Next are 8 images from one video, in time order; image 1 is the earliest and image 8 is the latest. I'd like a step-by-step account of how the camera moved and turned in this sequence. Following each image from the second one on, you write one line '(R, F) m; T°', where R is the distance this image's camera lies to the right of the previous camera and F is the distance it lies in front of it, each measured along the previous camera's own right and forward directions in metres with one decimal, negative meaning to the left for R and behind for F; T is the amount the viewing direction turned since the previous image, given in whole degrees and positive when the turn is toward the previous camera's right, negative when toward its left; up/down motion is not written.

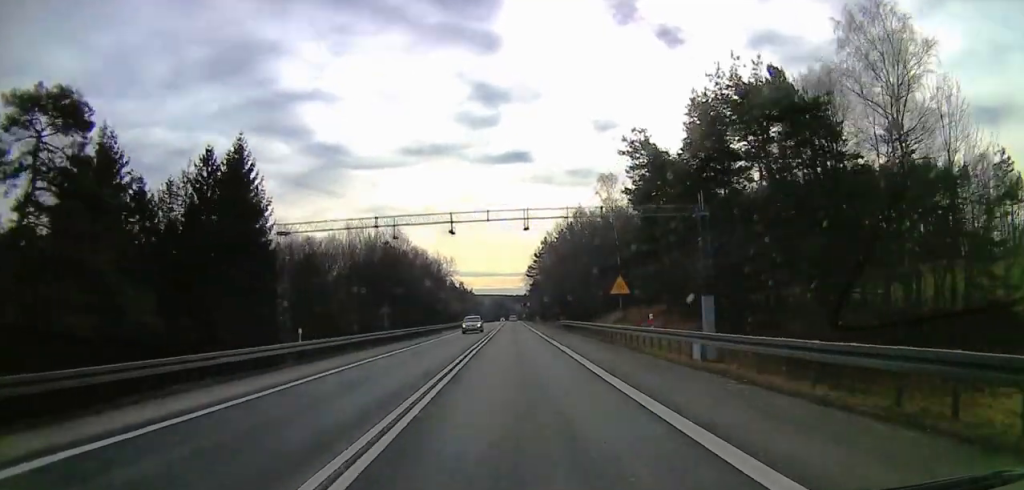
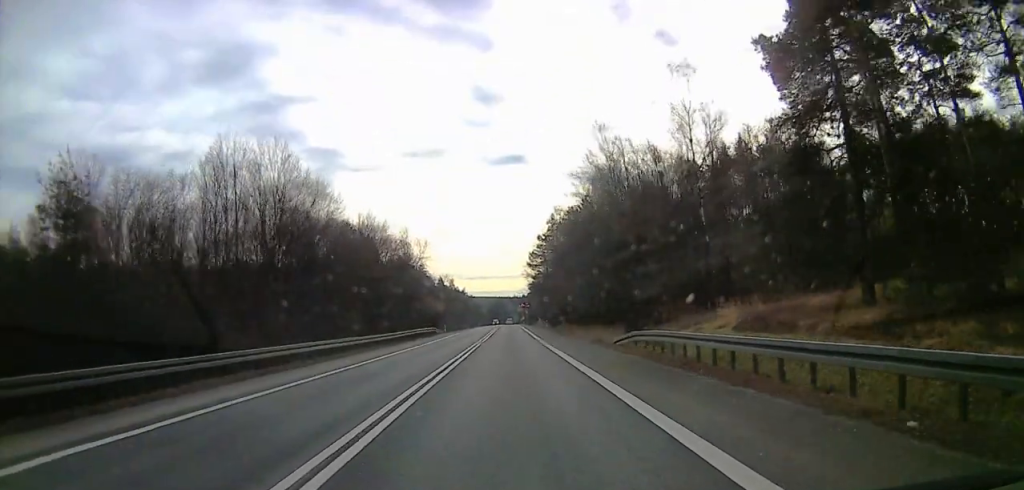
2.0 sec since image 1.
(+2.0, +39.1) m; +2°
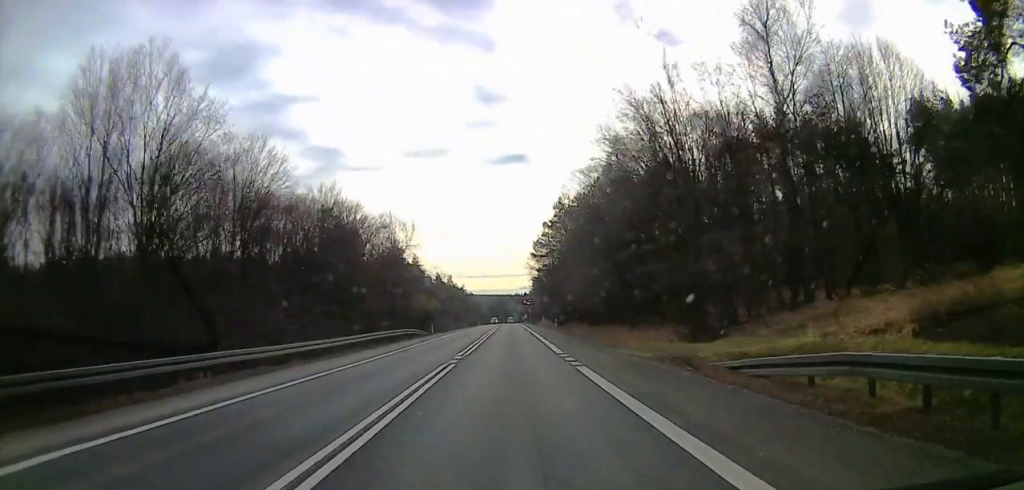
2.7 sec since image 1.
(-0.2, +14.3) m; 0°
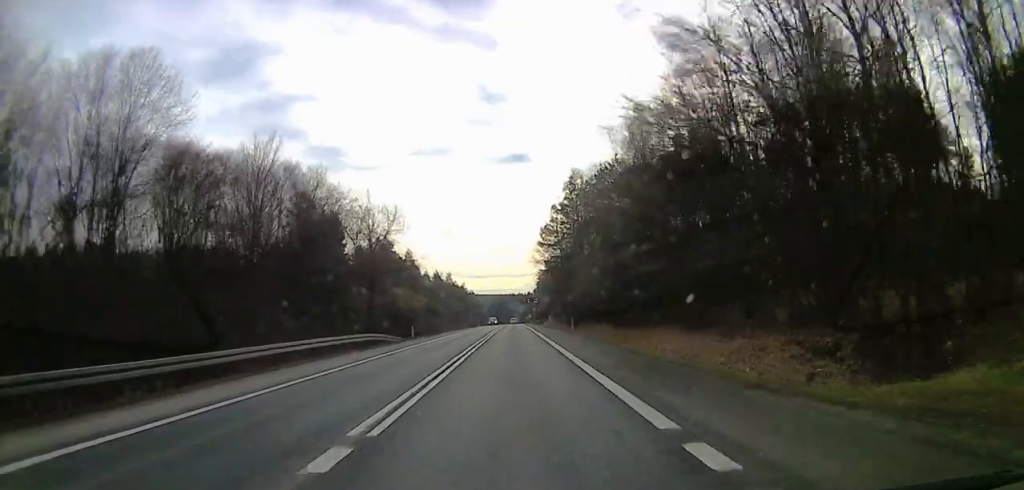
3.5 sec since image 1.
(0.0, +15.5) m; 0°
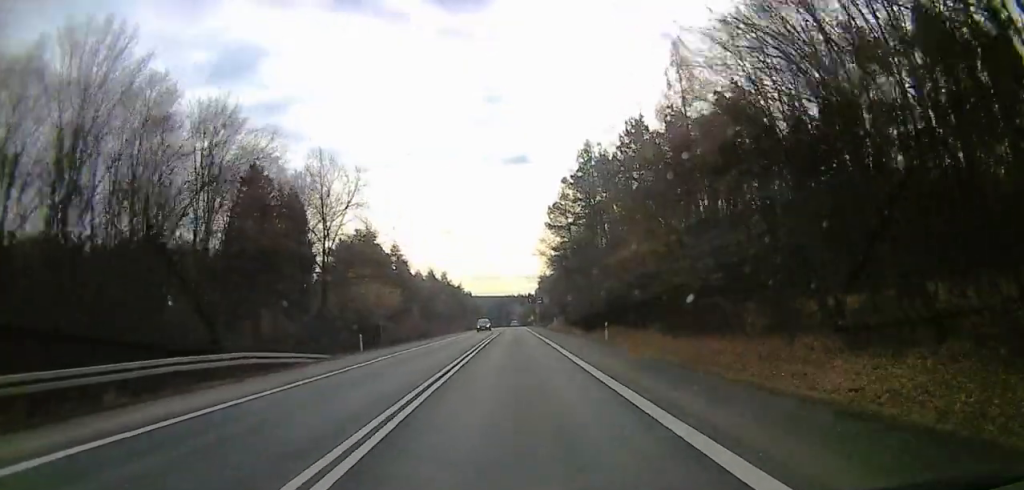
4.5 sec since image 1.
(+0.1, +18.3) m; -1°
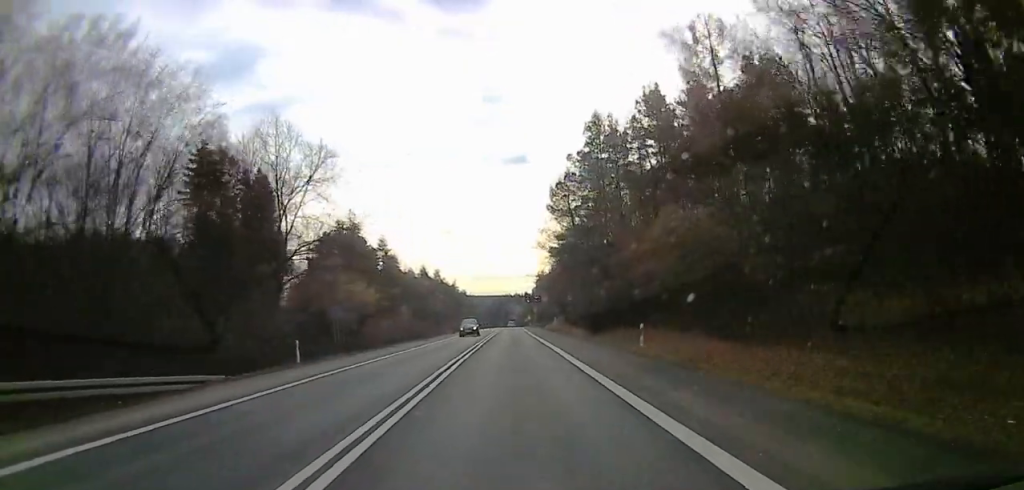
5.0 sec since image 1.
(+0.2, +9.9) m; -1°
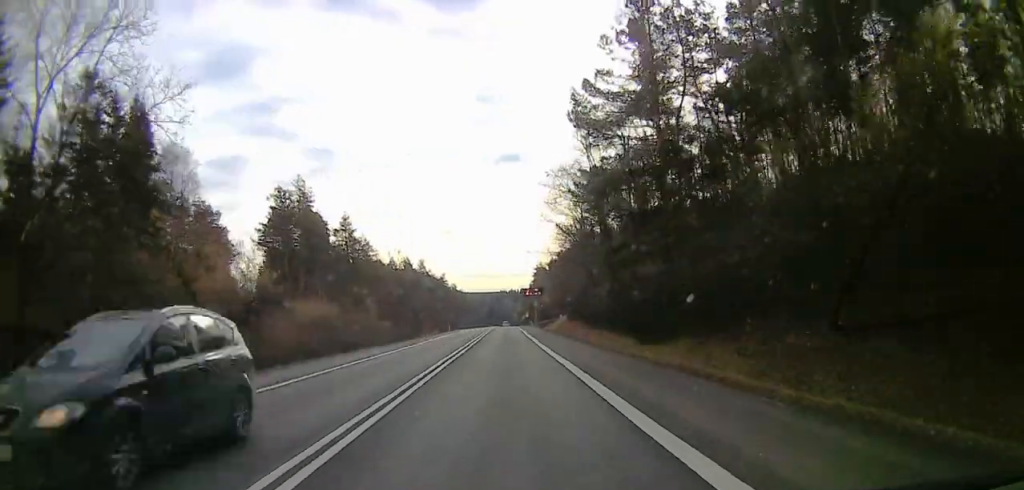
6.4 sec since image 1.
(-0.4, +23.3) m; +2°
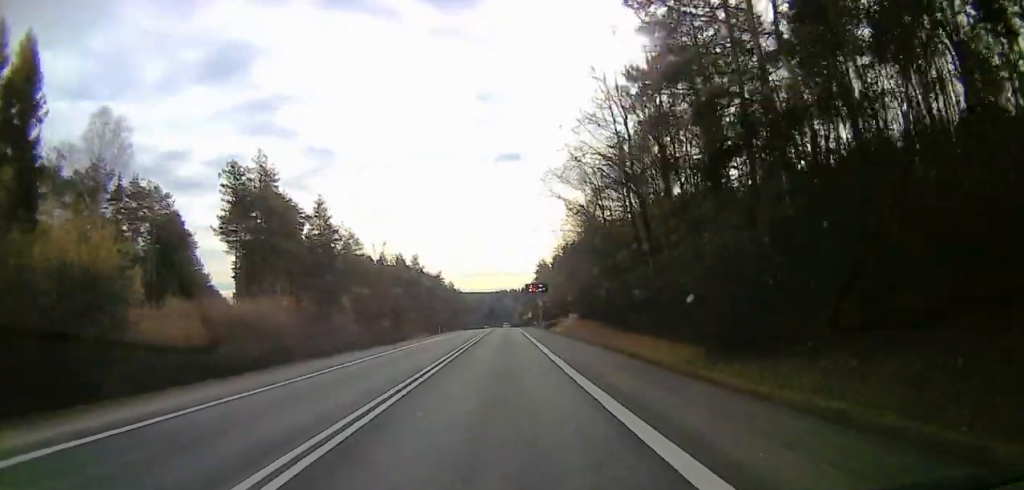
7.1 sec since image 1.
(+0.6, +12.8) m; +2°
